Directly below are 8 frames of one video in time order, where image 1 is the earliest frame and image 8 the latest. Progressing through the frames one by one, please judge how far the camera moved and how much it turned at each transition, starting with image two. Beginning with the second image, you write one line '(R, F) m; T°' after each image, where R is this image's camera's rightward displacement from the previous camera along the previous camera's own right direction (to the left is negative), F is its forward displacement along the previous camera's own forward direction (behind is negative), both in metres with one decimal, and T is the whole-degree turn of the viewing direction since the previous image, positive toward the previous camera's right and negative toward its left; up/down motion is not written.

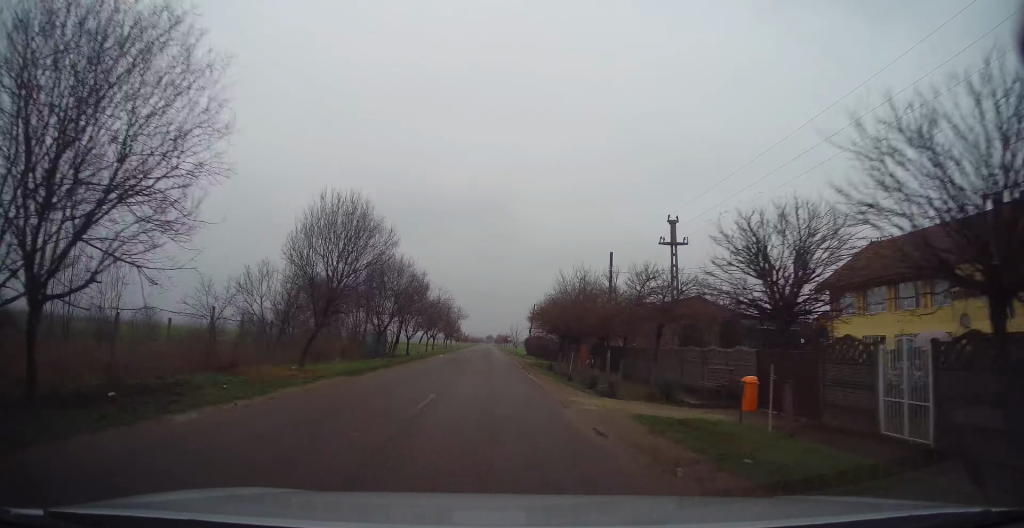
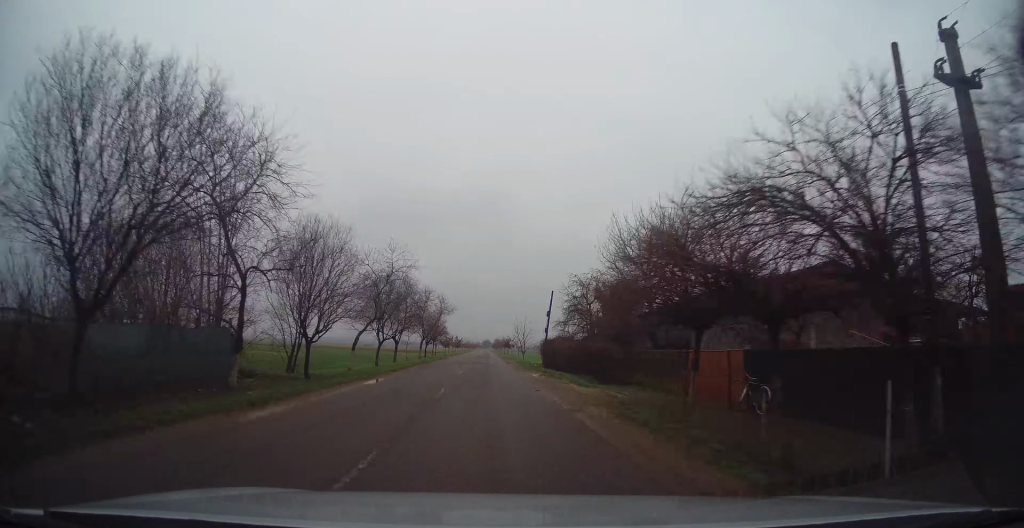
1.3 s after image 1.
(0.0, +23.4) m; 0°
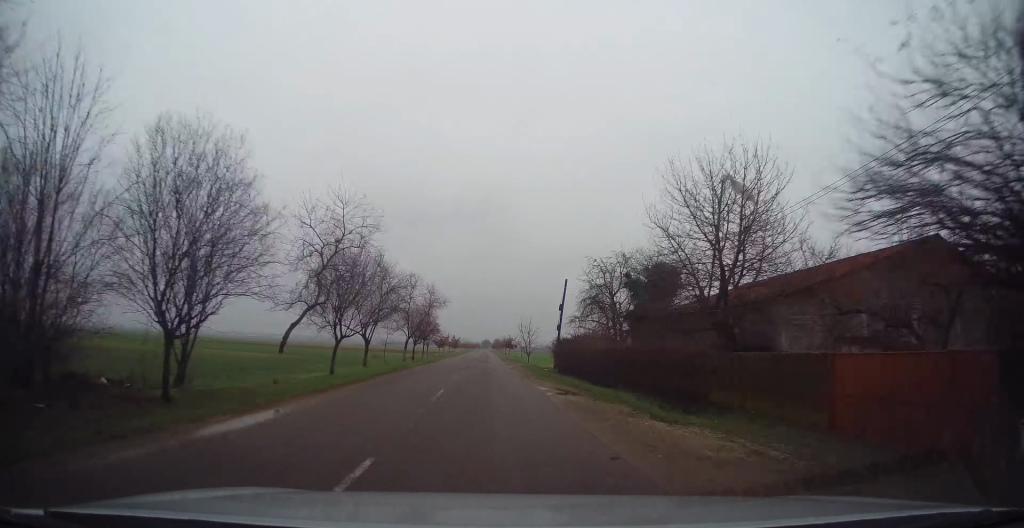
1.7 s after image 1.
(0.0, +9.1) m; 0°
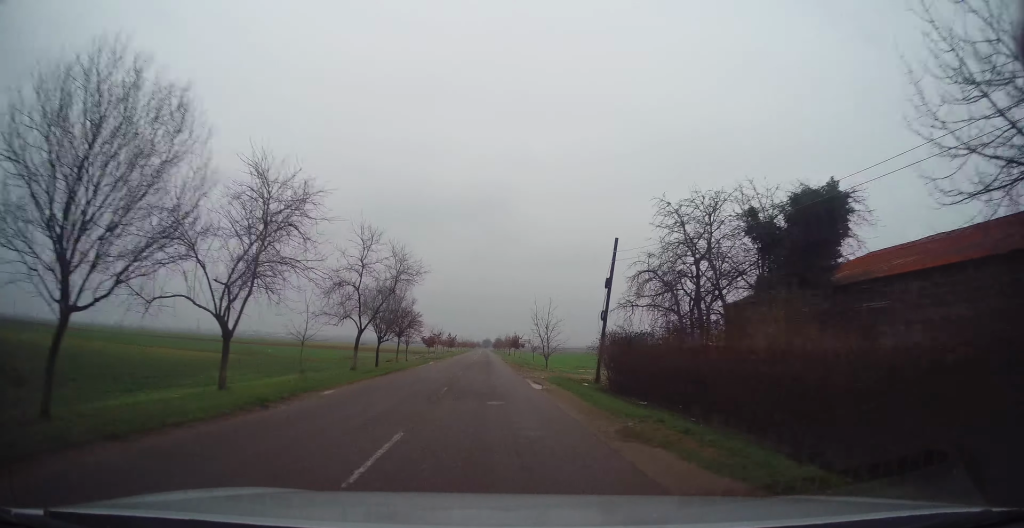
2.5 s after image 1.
(0.0, +15.7) m; +1°
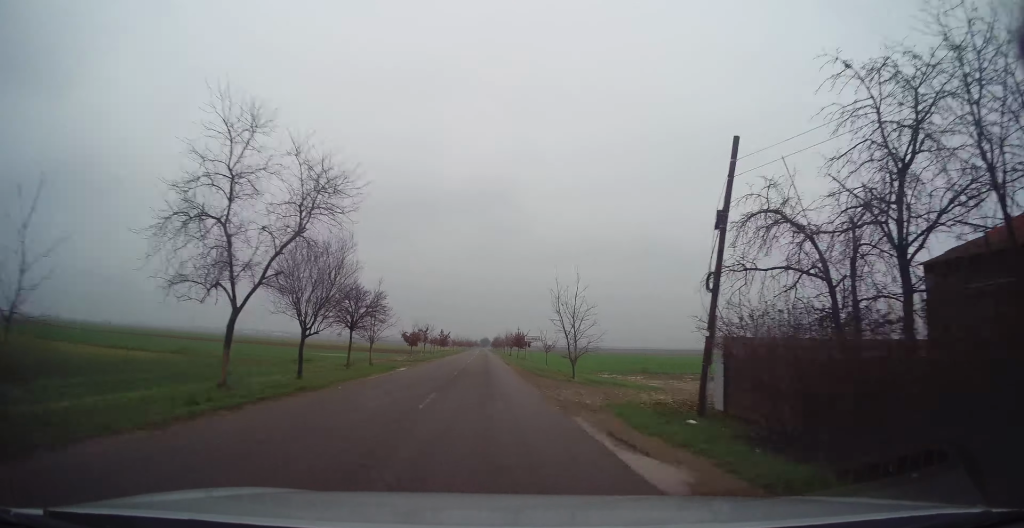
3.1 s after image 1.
(+0.2, +13.0) m; 0°
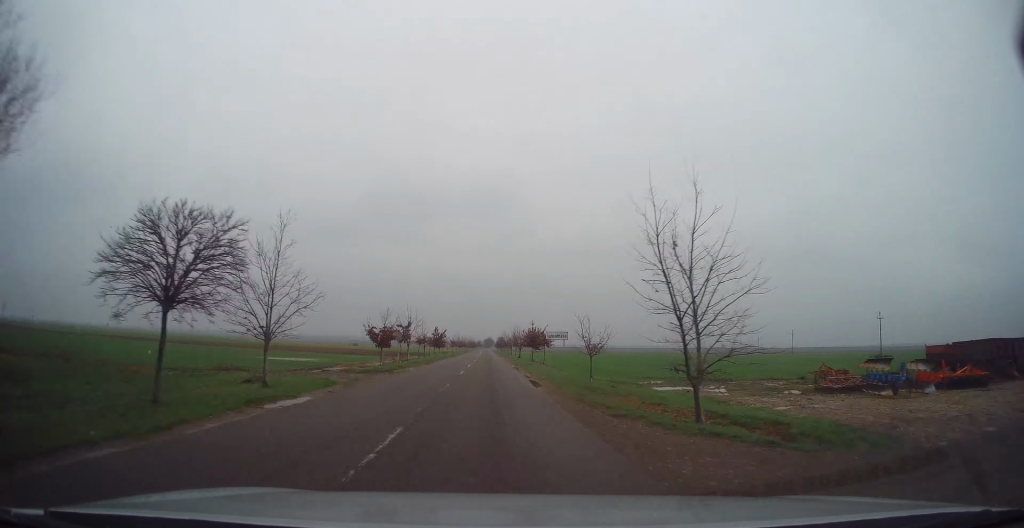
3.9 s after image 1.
(+0.1, +15.9) m; 0°
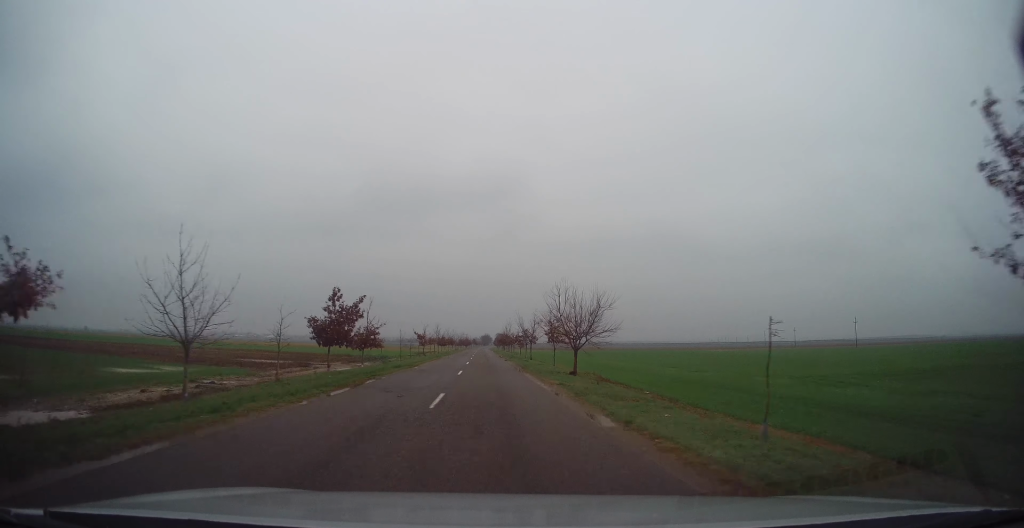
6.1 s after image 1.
(-0.3, +47.4) m; 0°
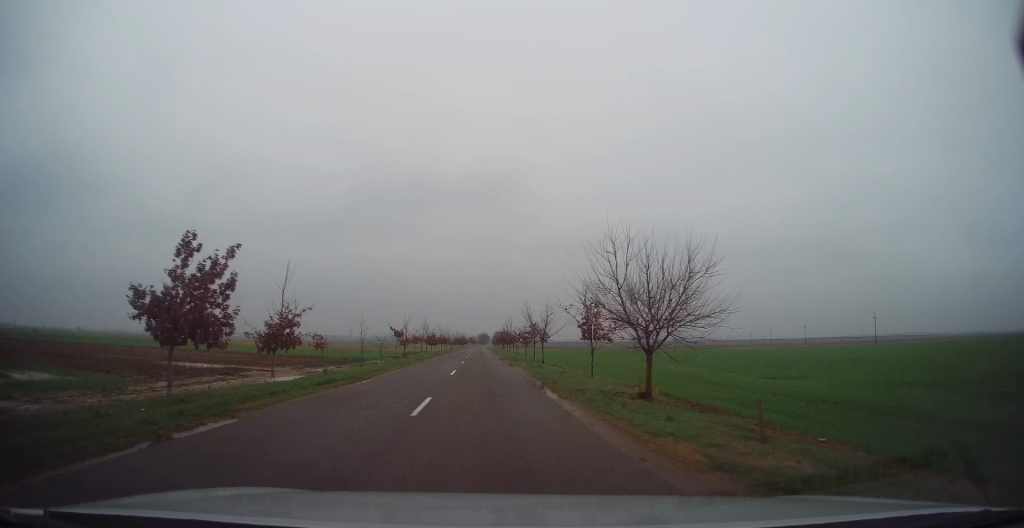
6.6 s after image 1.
(+0.2, +12.7) m; 0°
